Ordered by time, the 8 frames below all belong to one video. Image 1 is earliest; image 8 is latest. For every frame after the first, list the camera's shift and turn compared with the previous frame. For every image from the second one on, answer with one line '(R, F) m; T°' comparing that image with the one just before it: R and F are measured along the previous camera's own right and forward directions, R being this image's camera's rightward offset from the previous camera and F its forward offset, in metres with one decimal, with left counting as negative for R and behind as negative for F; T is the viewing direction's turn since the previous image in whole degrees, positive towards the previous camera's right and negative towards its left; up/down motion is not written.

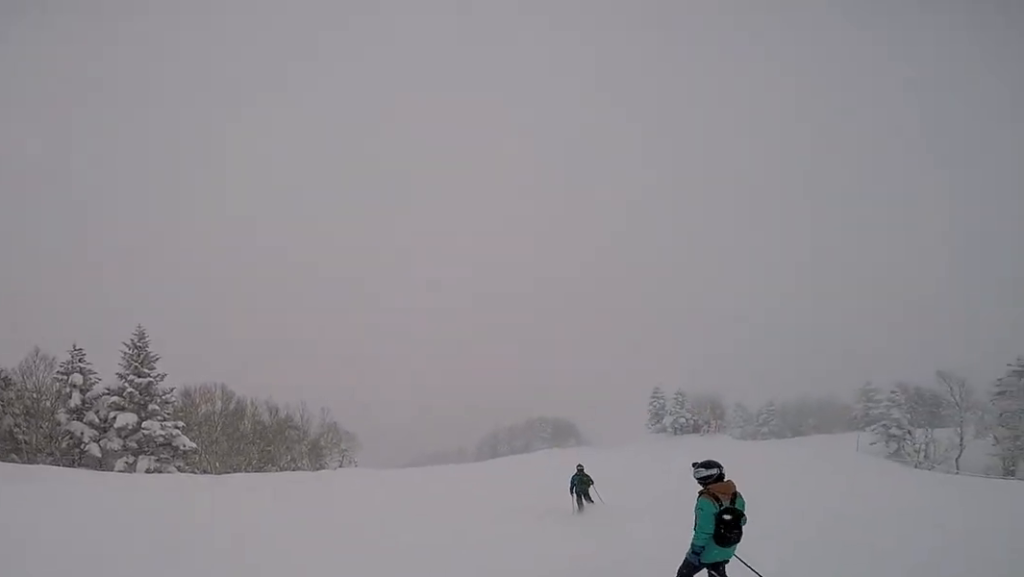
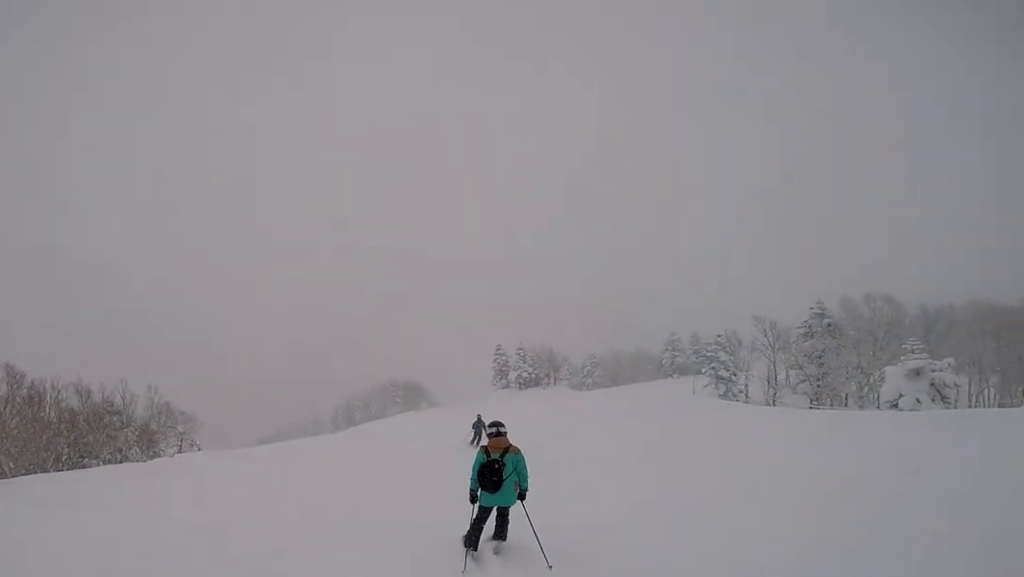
(+0.8, +4.2) m; +21°
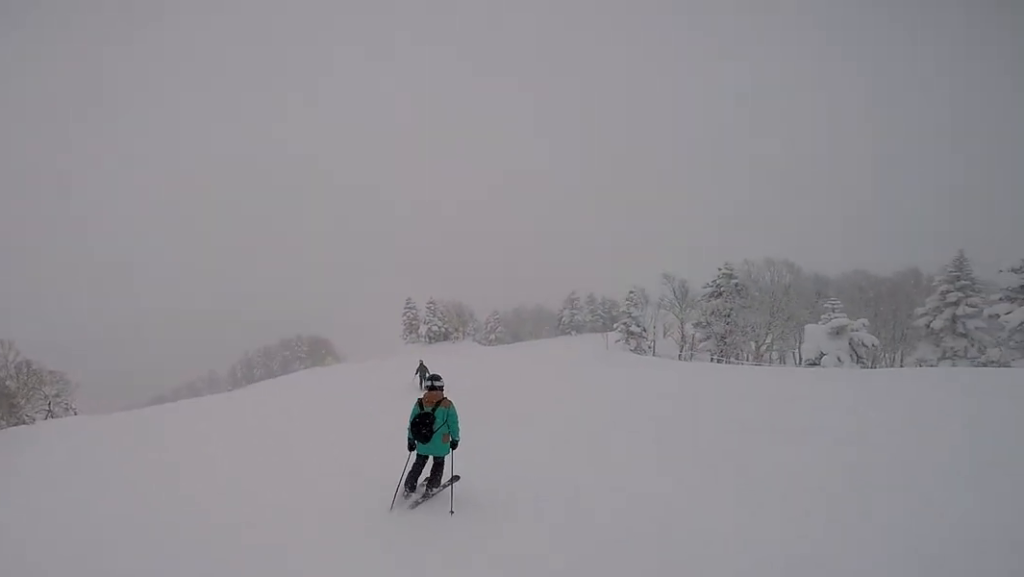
(+0.2, +2.9) m; +9°
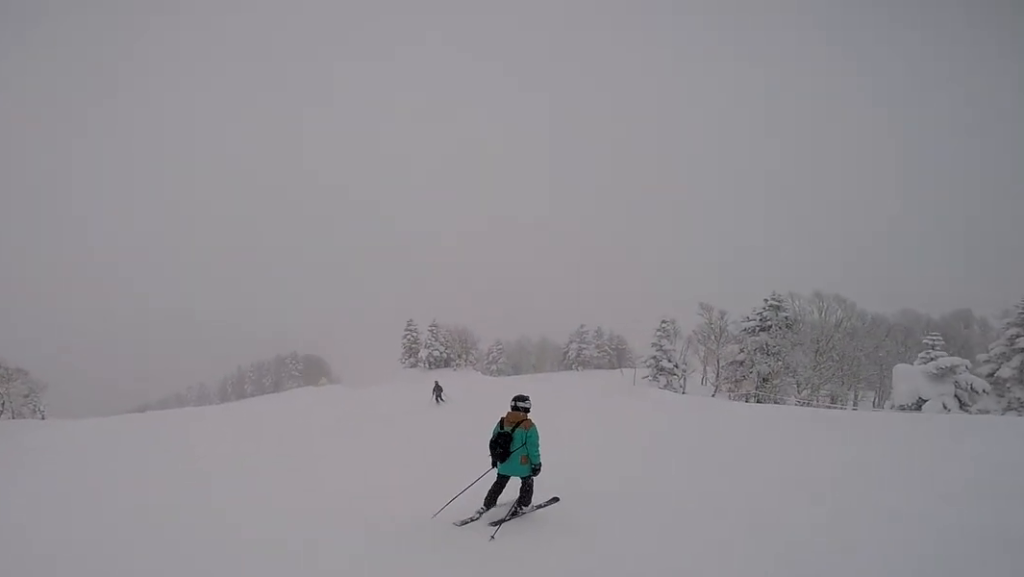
(+0.8, +4.0) m; +1°
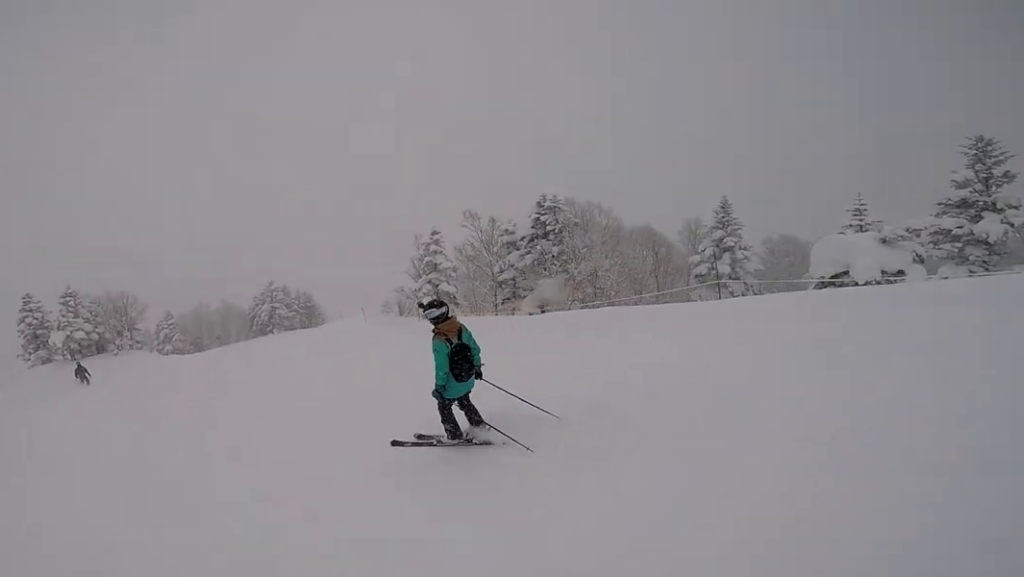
(+2.1, +9.4) m; +23°
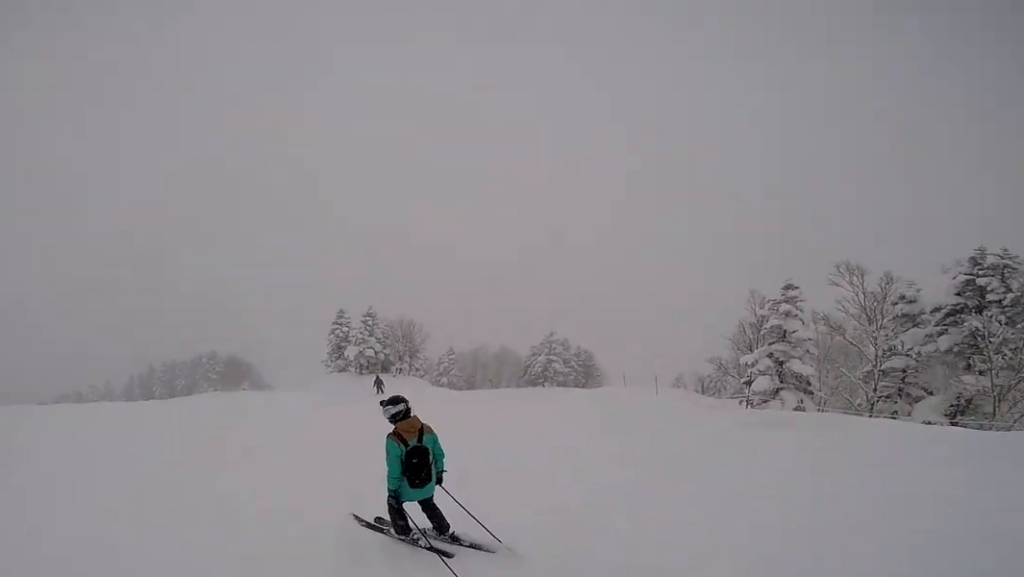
(-0.7, +3.4) m; -20°
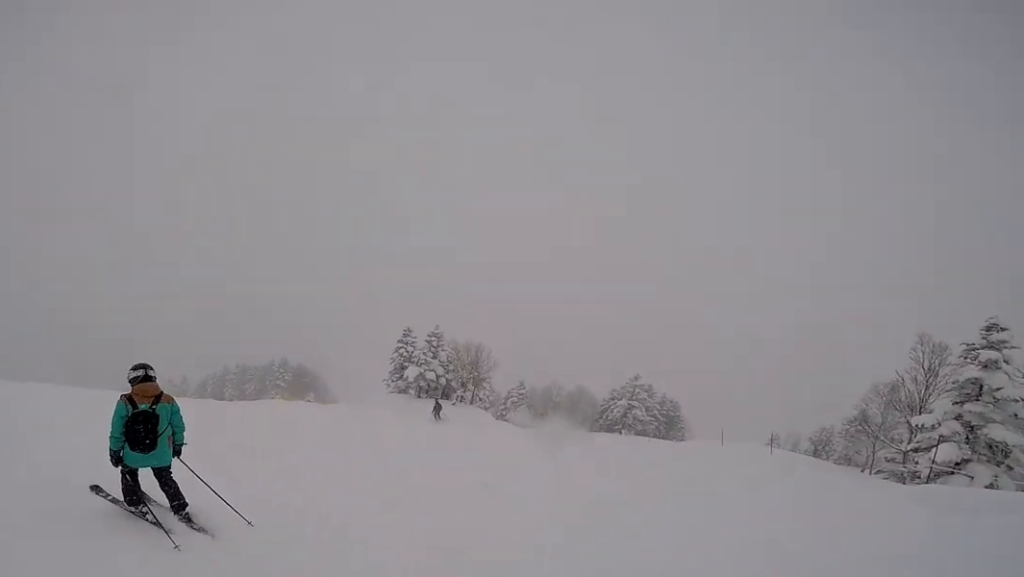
(-0.5, +2.9) m; -19°
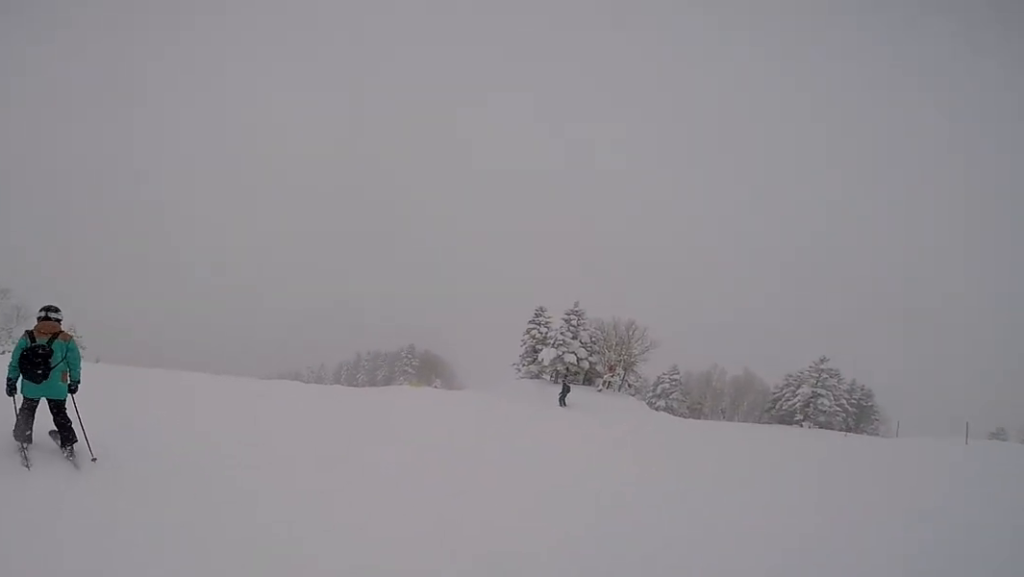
(-0.5, +3.1) m; -20°
